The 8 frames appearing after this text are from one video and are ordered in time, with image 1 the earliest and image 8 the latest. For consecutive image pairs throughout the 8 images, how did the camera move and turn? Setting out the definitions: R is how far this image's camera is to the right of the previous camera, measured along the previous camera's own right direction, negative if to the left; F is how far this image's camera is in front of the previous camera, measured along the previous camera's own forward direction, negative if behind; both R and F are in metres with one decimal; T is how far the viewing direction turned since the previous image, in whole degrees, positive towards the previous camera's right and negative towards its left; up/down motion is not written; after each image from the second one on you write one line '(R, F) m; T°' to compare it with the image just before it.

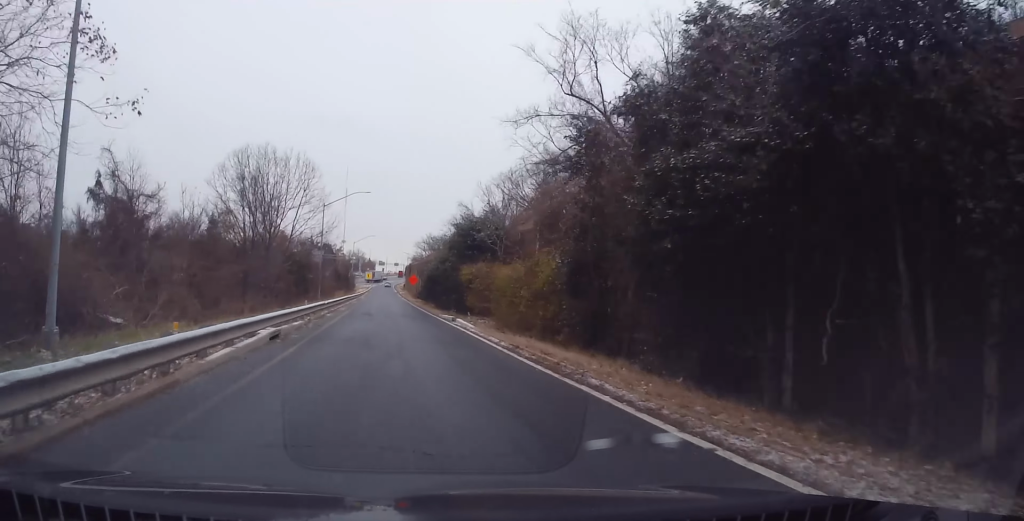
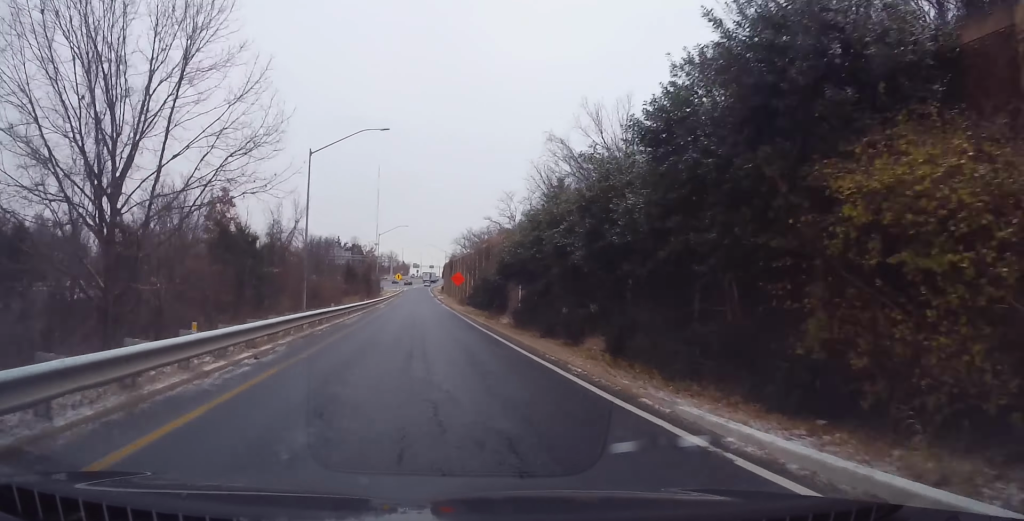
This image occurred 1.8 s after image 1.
(-0.1, +33.9) m; 0°
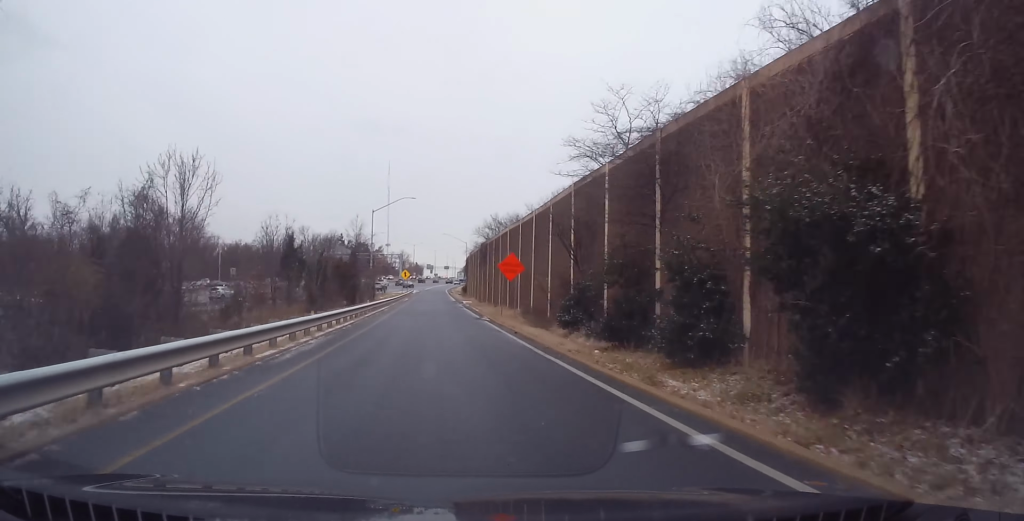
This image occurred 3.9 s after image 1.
(+0.1, +45.8) m; 0°
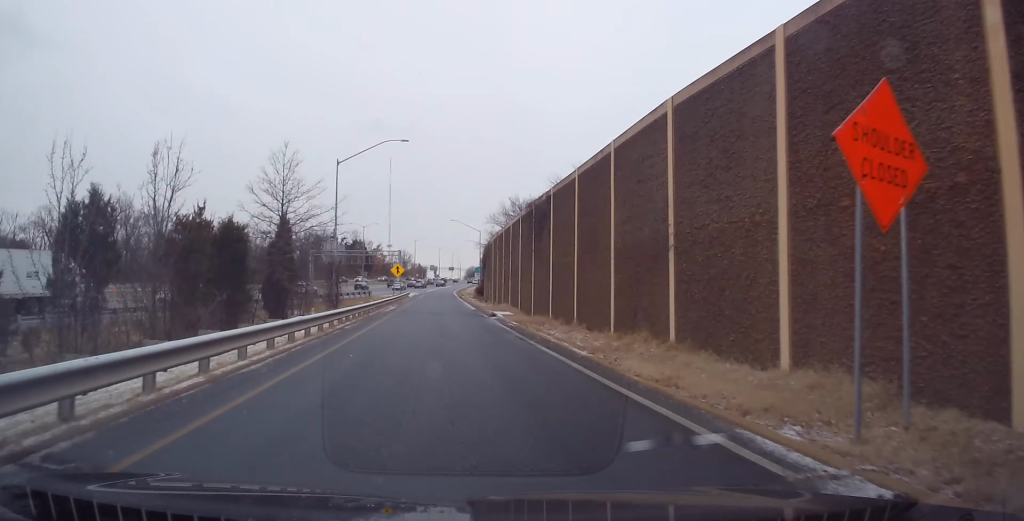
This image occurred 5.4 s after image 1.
(-0.1, +41.6) m; 0°
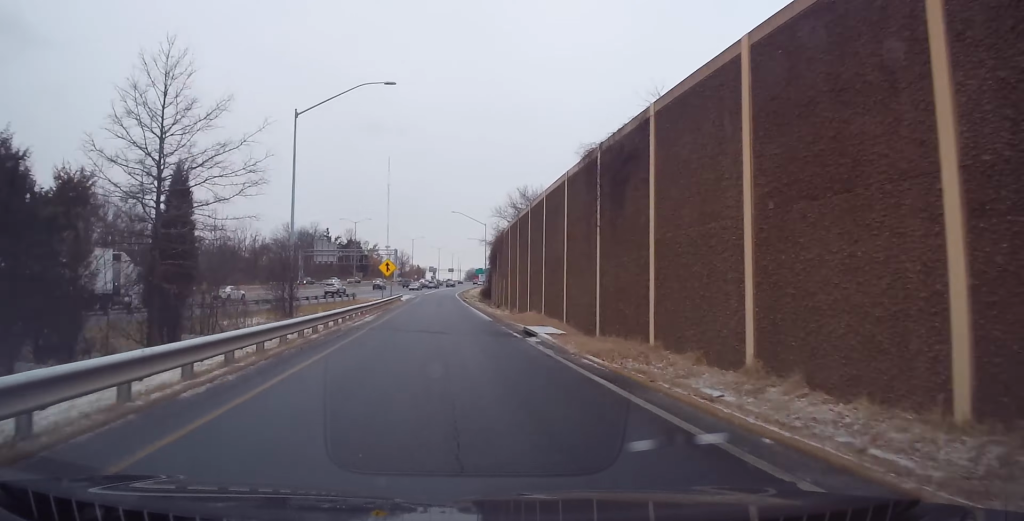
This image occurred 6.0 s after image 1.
(-0.1, +18.2) m; 0°
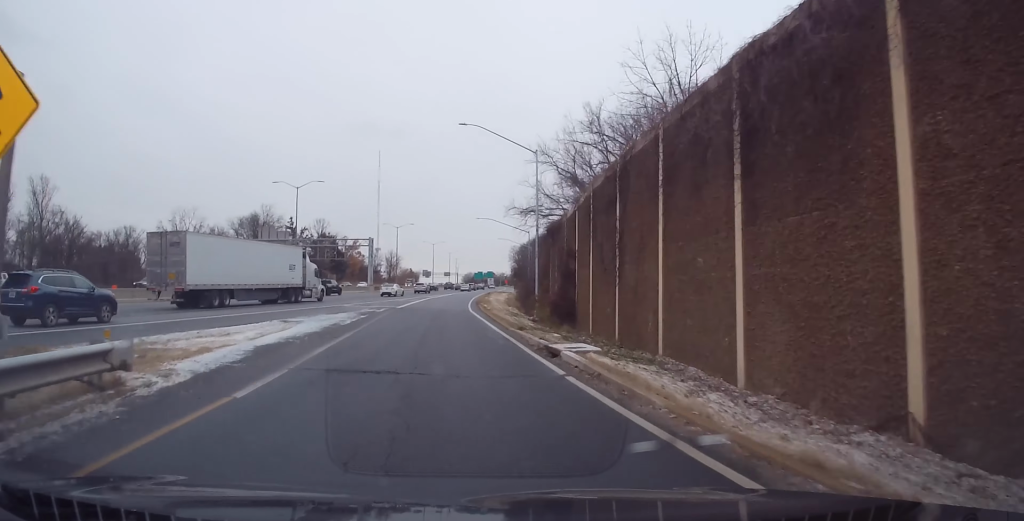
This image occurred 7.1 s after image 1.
(+0.3, +25.9) m; -1°
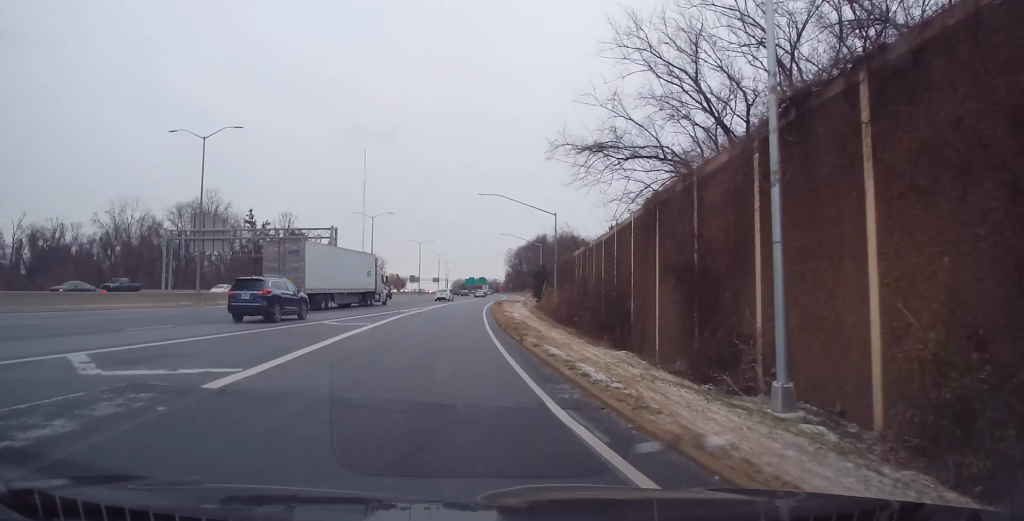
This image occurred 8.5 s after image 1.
(-0.5, +35.8) m; 0°
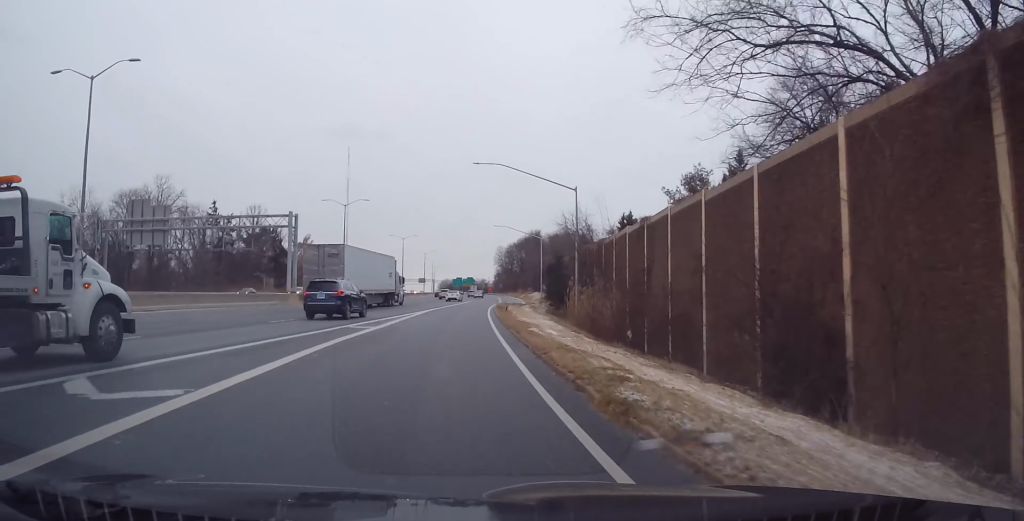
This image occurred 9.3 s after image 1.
(-0.3, +19.0) m; +1°
